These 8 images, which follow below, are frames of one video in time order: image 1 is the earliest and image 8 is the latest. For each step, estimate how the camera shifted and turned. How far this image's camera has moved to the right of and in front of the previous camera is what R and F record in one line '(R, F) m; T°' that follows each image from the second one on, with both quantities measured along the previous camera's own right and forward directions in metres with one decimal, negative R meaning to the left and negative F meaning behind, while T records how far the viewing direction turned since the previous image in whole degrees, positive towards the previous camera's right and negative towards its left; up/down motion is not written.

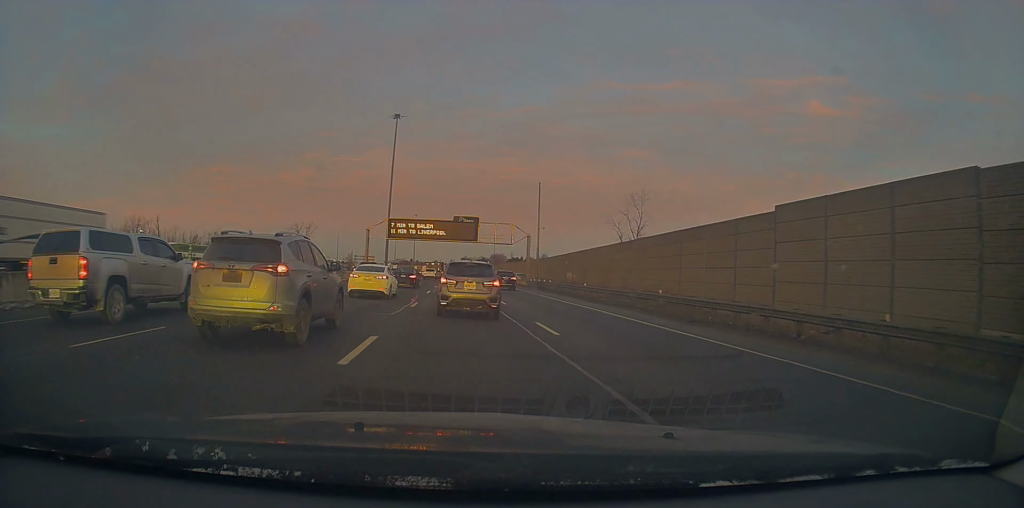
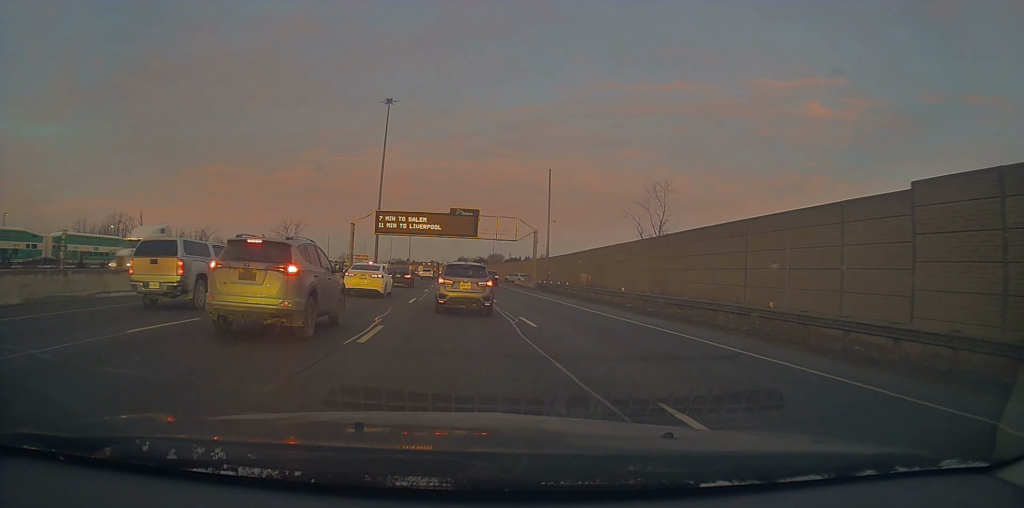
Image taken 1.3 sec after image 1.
(-0.4, +10.1) m; +1°
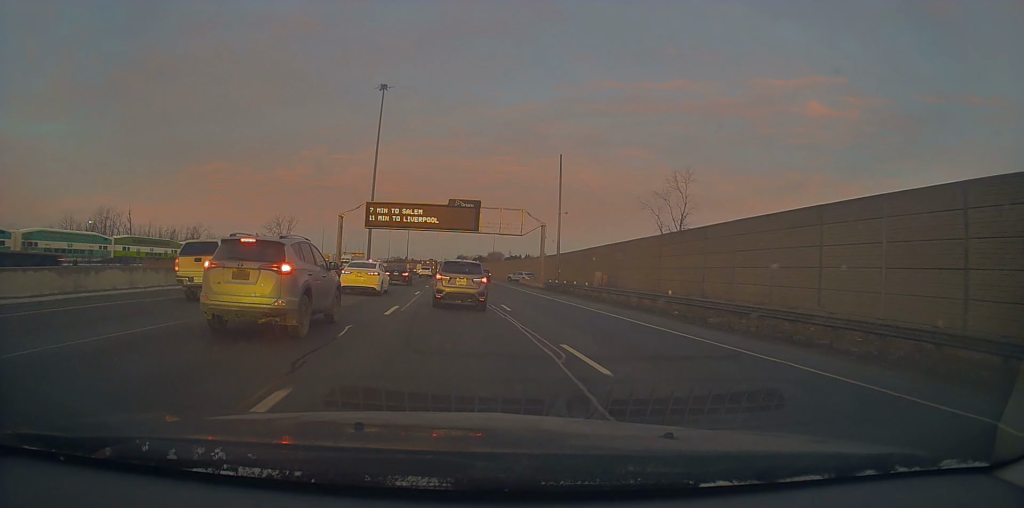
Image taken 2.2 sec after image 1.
(+0.4, +6.8) m; +3°
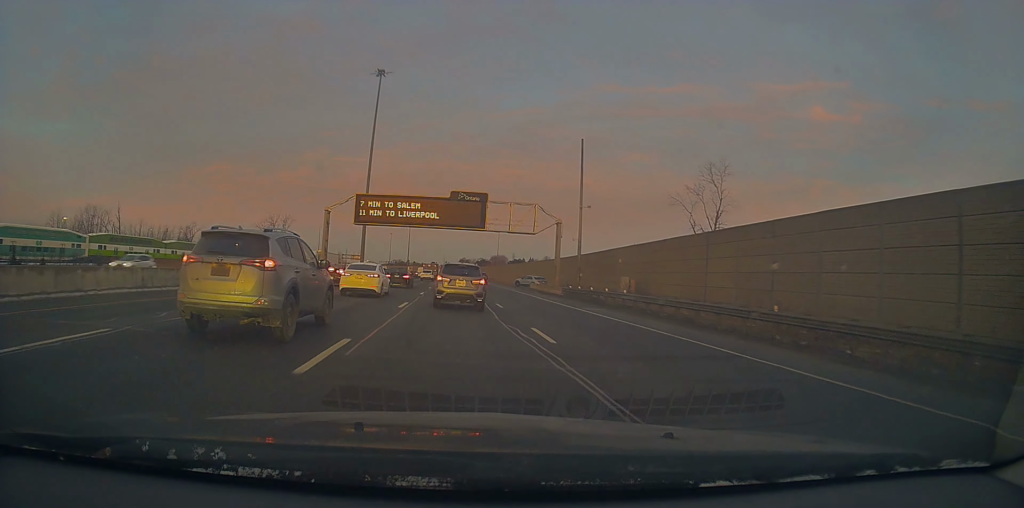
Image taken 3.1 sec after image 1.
(0.0, +8.1) m; -1°
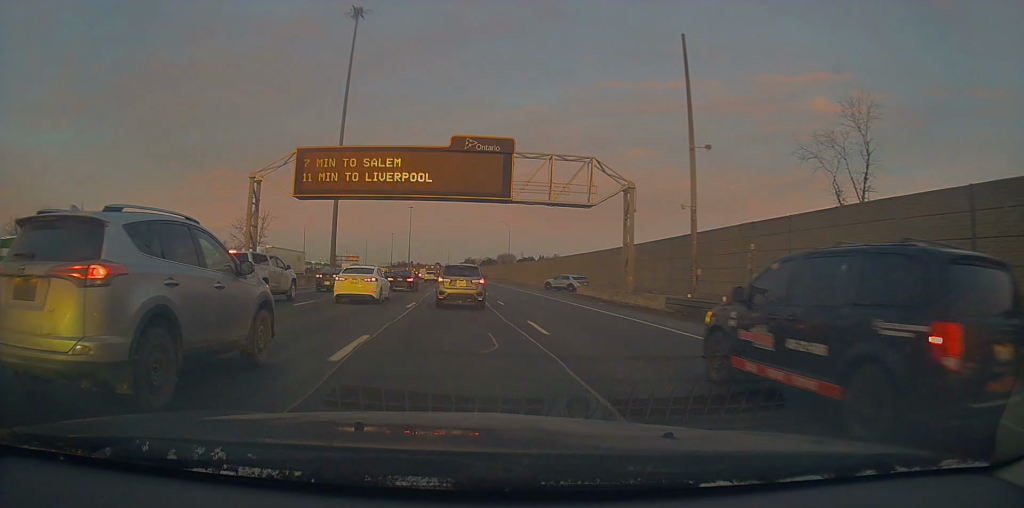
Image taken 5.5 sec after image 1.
(-0.6, +21.9) m; -5°
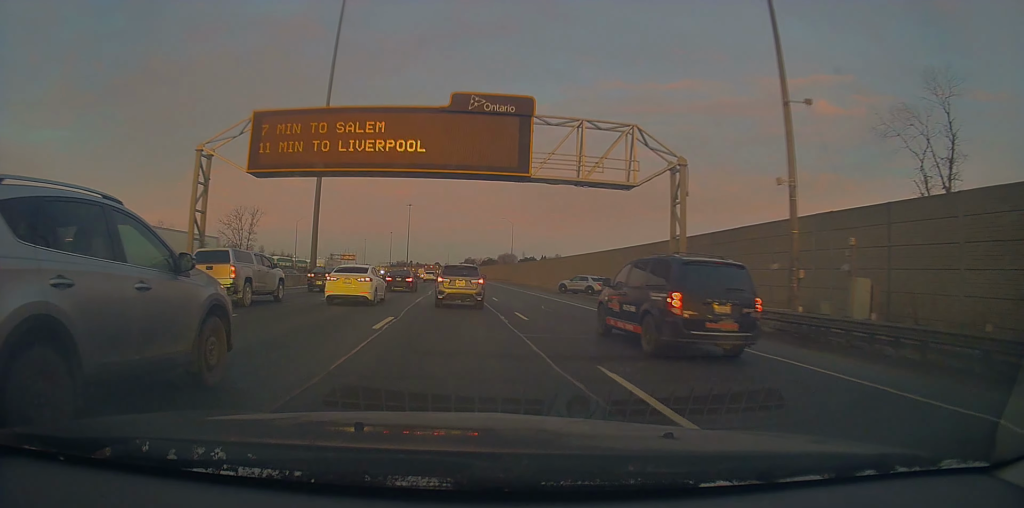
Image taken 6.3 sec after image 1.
(-0.3, +8.1) m; -2°
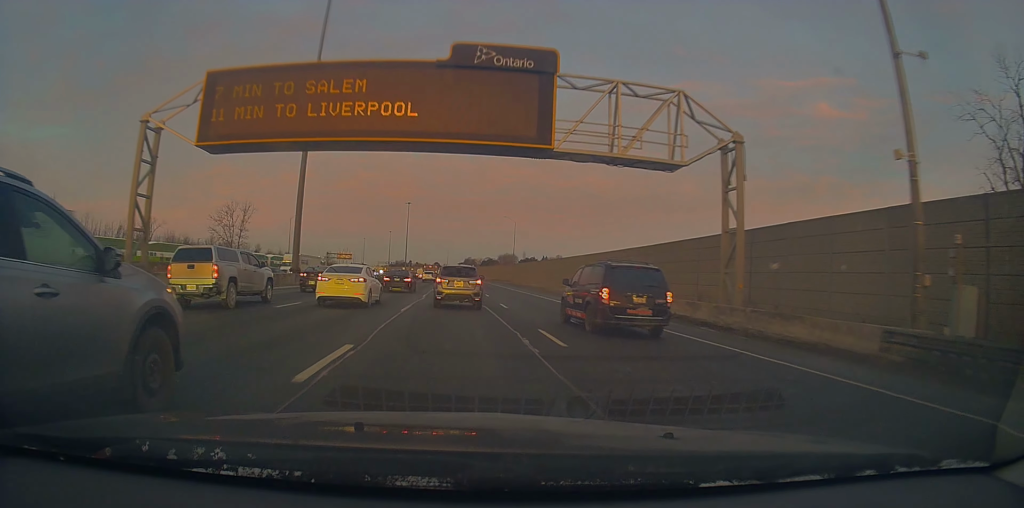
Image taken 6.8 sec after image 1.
(-0.1, +5.8) m; +2°
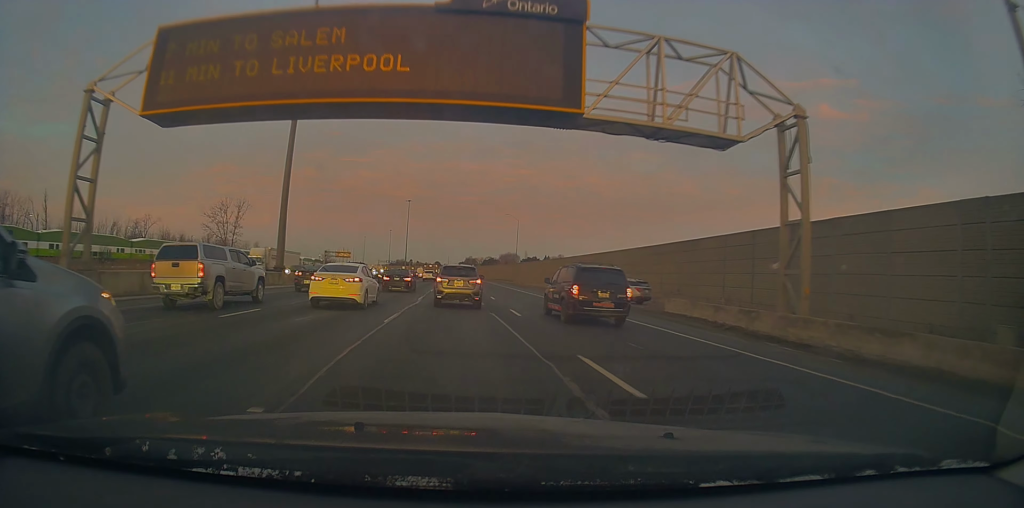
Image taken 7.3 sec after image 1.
(0.0, +4.4) m; +1°
